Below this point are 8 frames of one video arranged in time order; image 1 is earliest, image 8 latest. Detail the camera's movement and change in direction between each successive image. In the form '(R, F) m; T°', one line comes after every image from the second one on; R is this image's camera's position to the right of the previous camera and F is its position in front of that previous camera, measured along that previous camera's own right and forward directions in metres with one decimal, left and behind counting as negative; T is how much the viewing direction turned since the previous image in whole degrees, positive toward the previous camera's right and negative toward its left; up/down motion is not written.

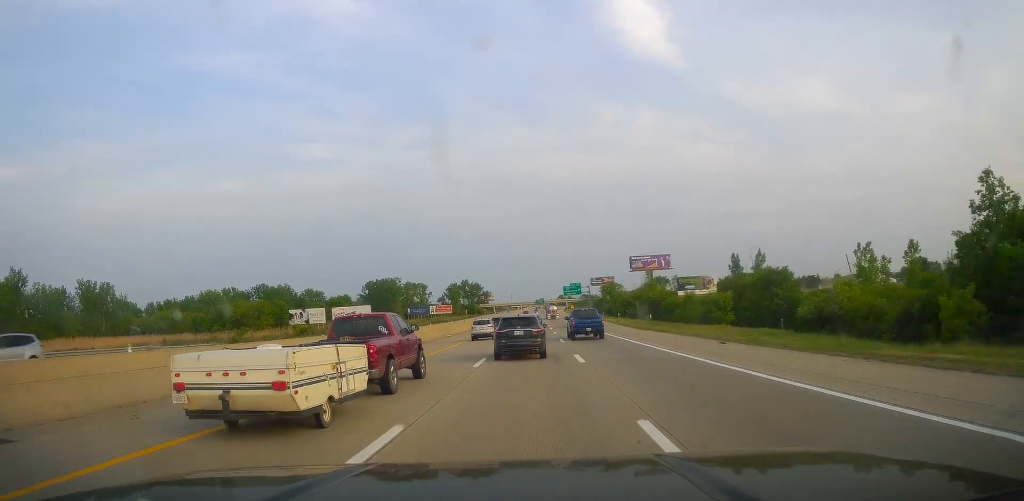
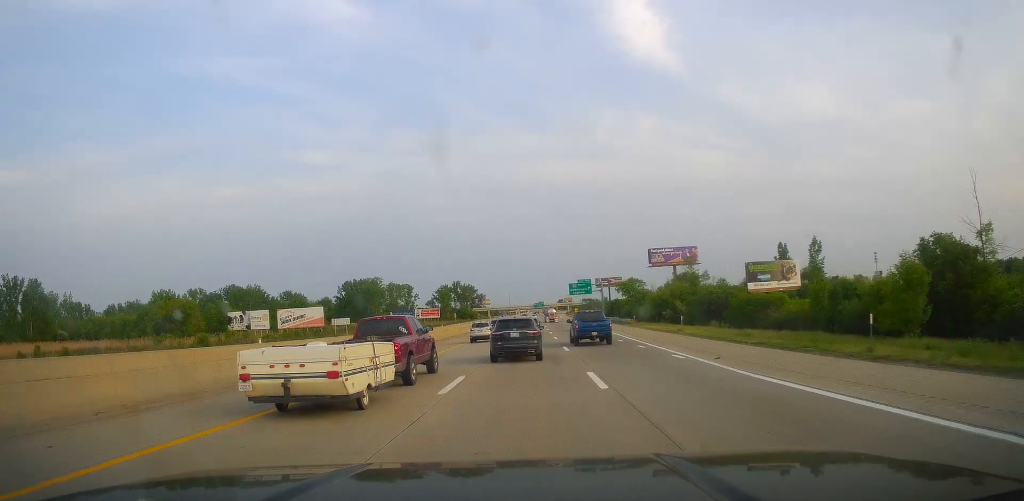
(-0.4, +37.3) m; 0°
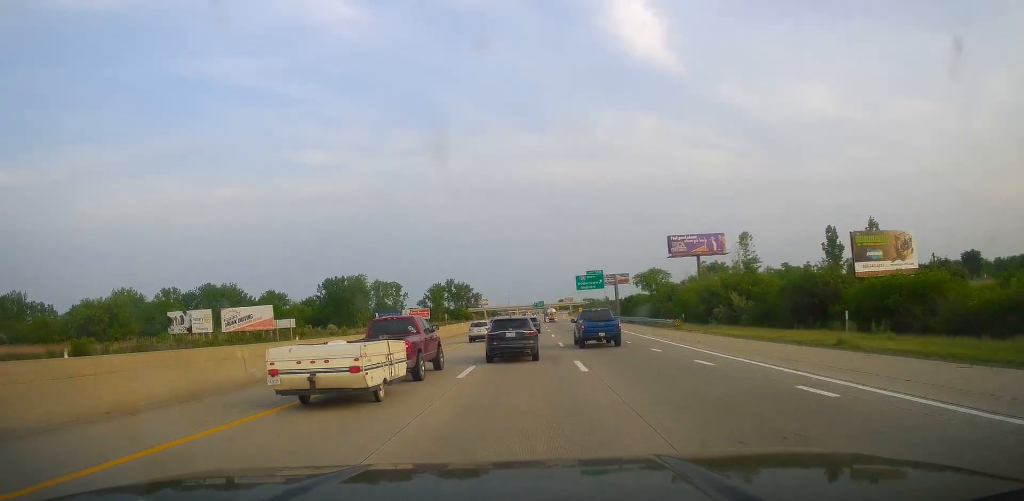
(+0.3, +26.0) m; +1°
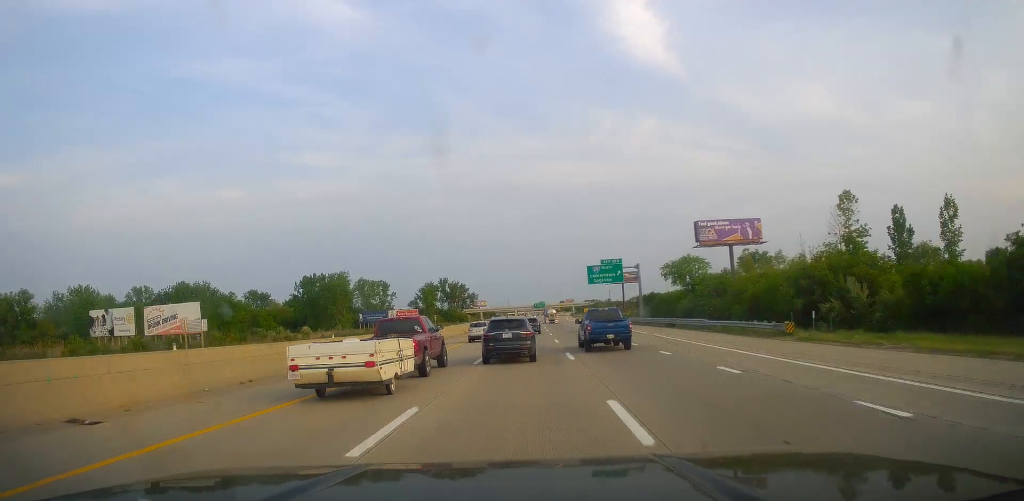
(+0.1, +24.9) m; 0°
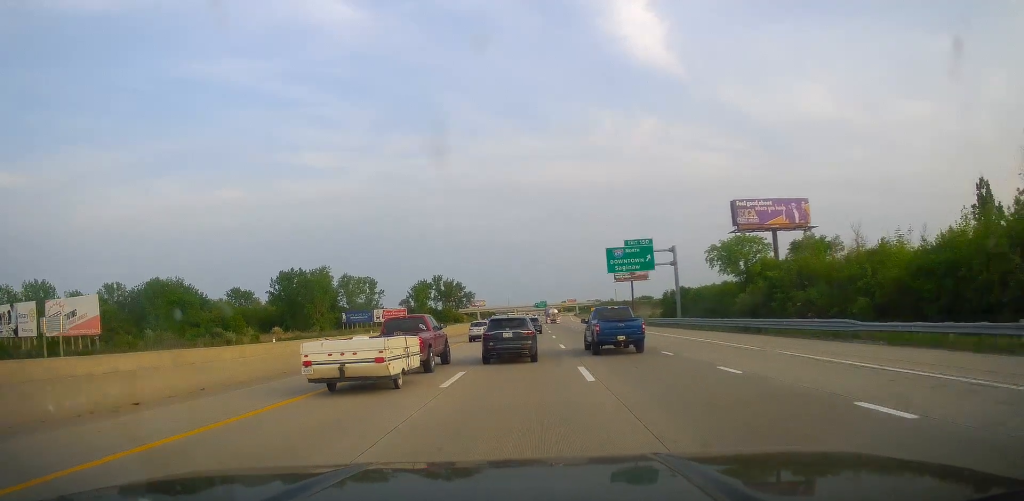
(0.0, +22.7) m; 0°
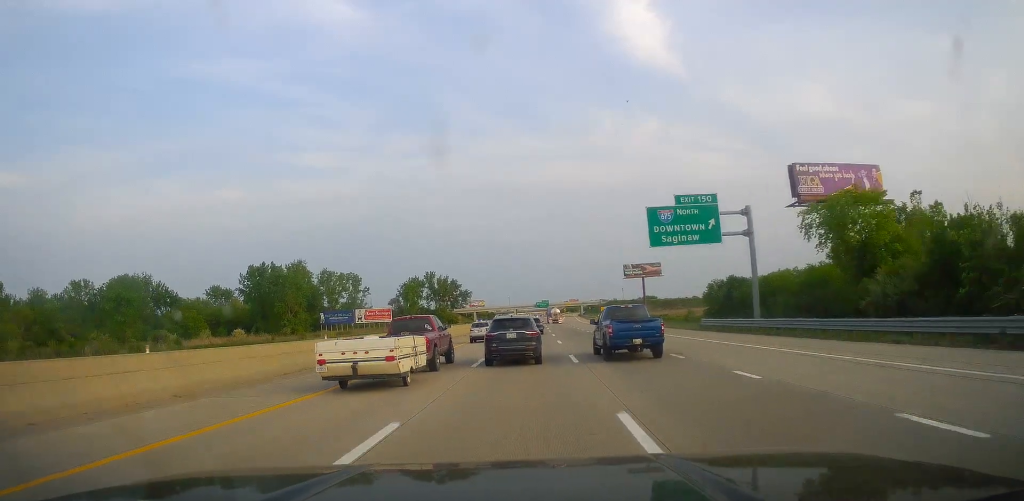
(0.0, +24.1) m; 0°
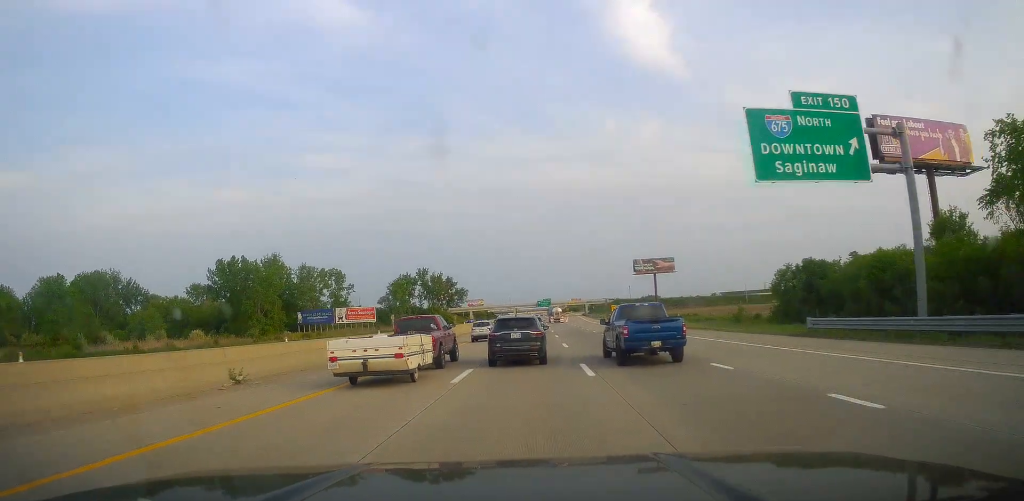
(0.0, +20.7) m; 0°
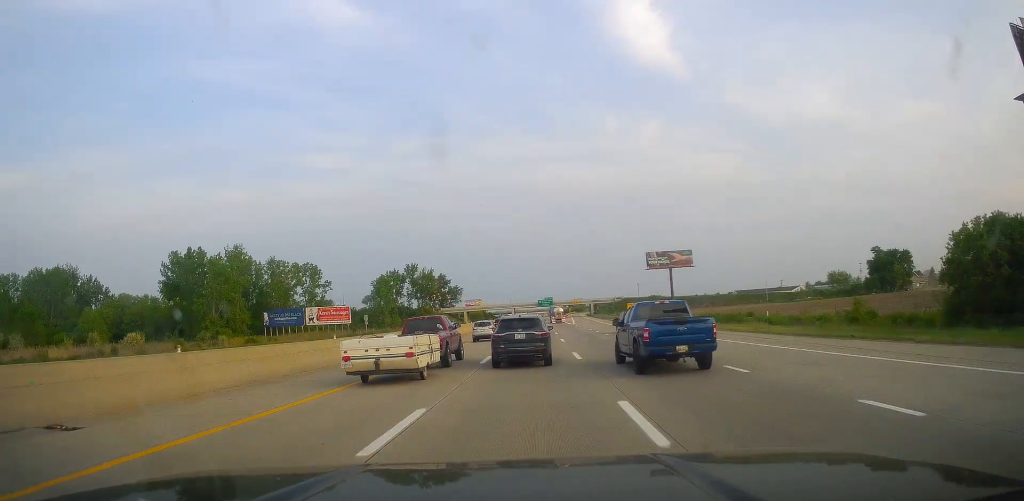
(0.0, +24.2) m; 0°
